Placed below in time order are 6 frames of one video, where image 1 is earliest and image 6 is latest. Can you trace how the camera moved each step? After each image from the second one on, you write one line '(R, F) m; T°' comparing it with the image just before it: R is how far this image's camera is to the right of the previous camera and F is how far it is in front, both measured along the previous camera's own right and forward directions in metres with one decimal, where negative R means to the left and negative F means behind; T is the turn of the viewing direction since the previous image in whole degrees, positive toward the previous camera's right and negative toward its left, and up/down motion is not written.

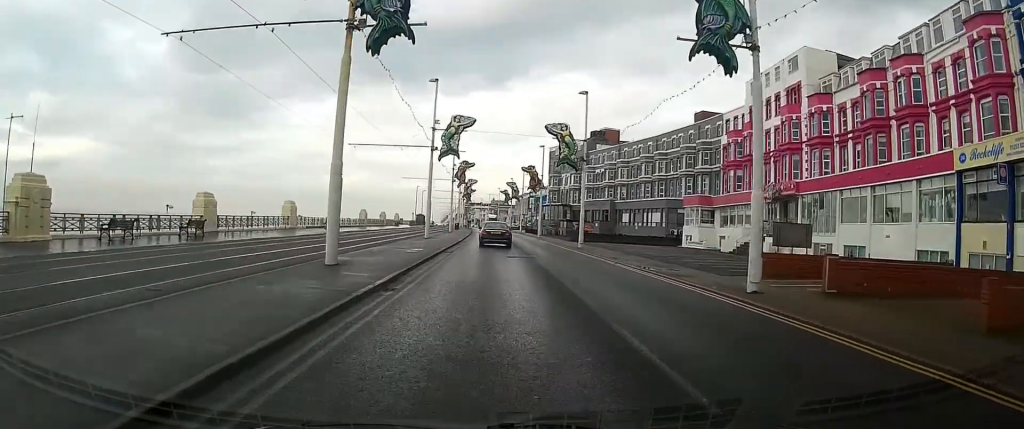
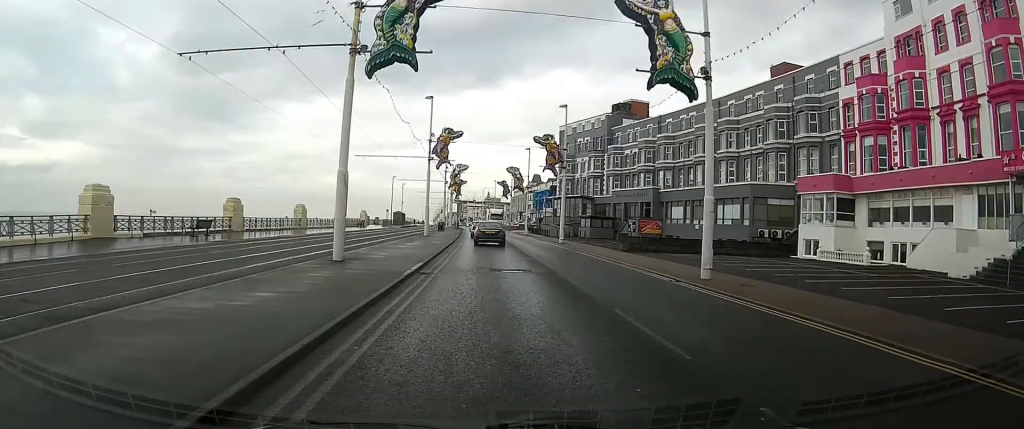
(+0.2, +27.0) m; 0°
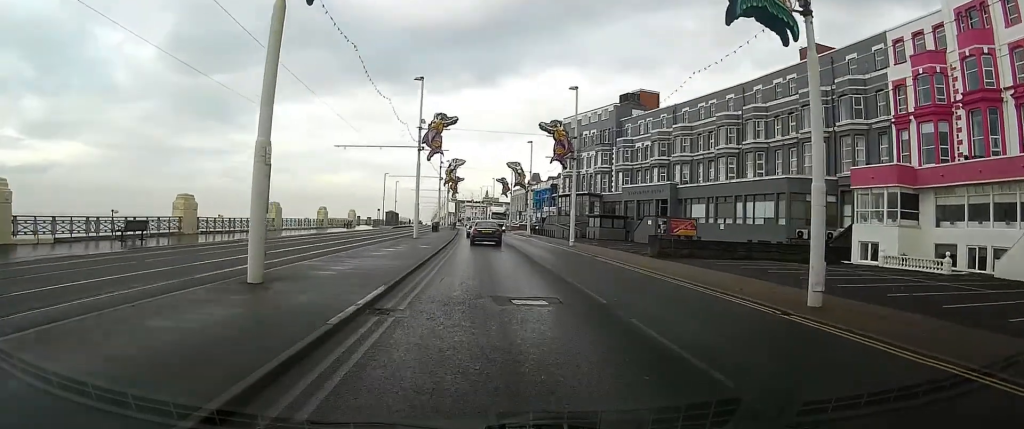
(0.0, +7.0) m; 0°
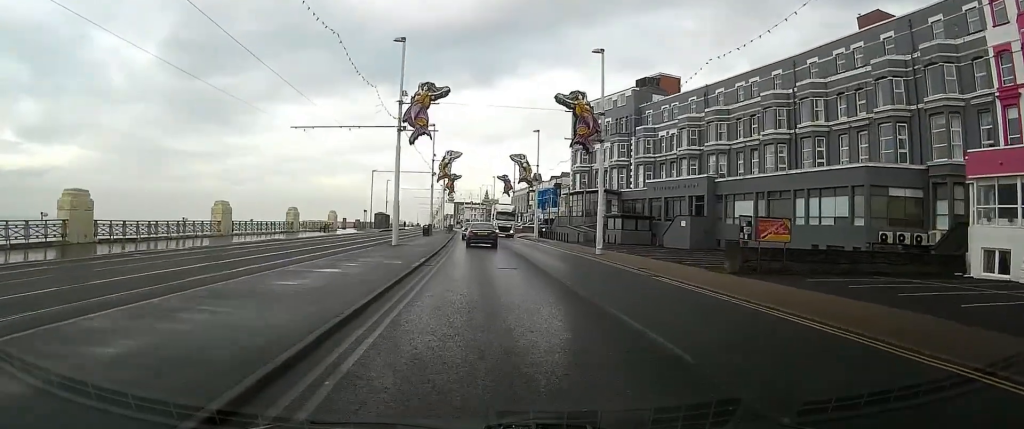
(-0.1, +10.7) m; -1°
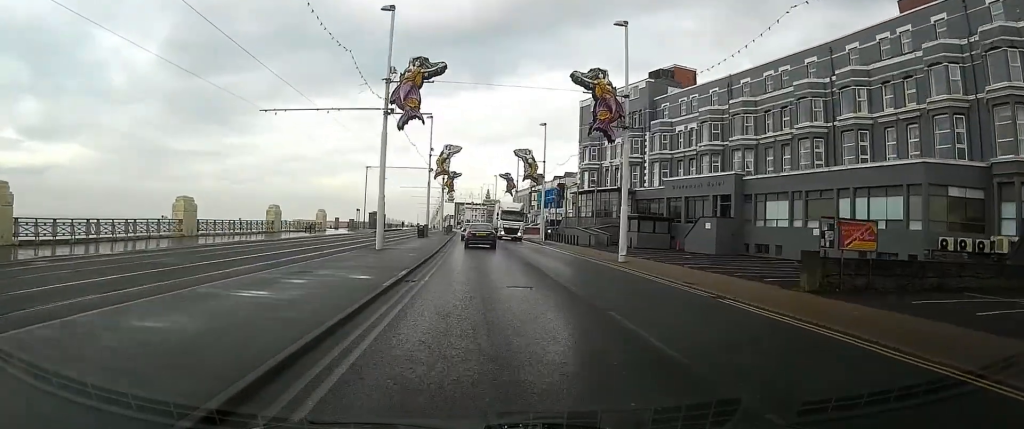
(0.0, +5.6) m; 0°
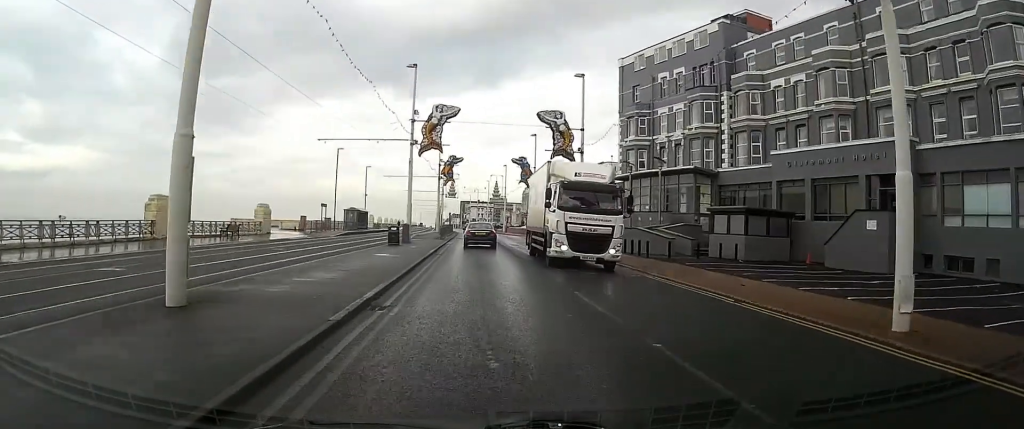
(0.0, +20.4) m; 0°
